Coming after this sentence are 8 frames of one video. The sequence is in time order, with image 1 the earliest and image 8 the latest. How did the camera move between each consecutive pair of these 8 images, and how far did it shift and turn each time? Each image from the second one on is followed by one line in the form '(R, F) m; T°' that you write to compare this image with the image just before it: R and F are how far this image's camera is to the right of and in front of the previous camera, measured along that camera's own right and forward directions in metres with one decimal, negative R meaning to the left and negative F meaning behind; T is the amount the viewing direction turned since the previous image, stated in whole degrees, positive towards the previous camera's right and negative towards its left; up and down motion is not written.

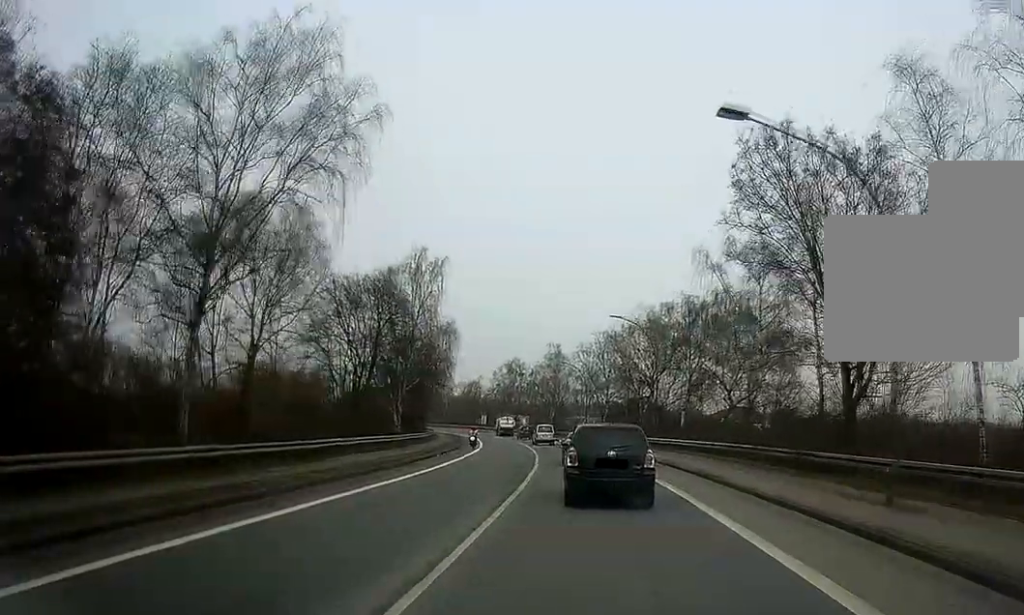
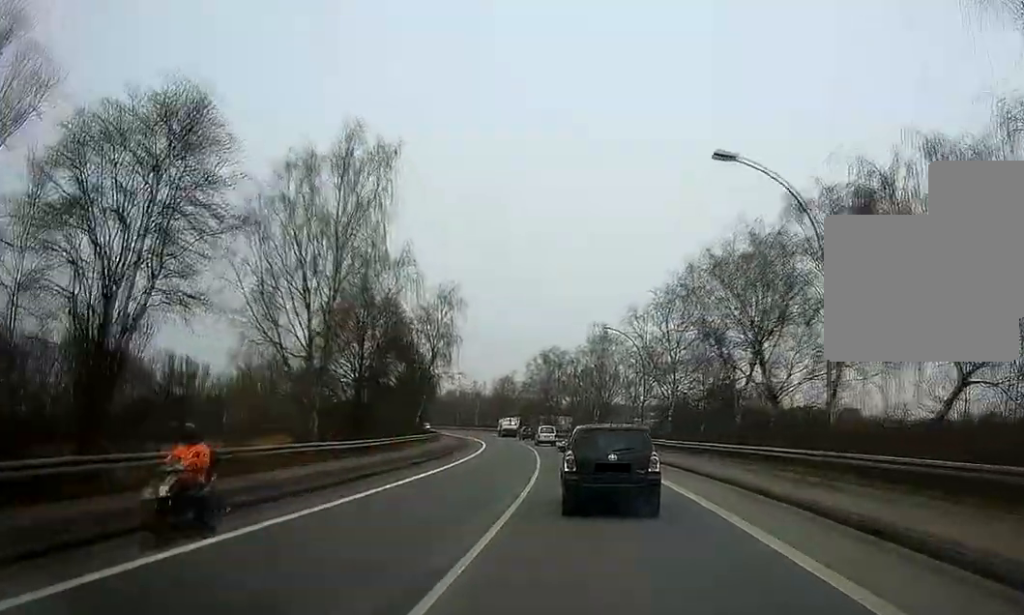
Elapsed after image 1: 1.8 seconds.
(-1.0, +29.0) m; -4°
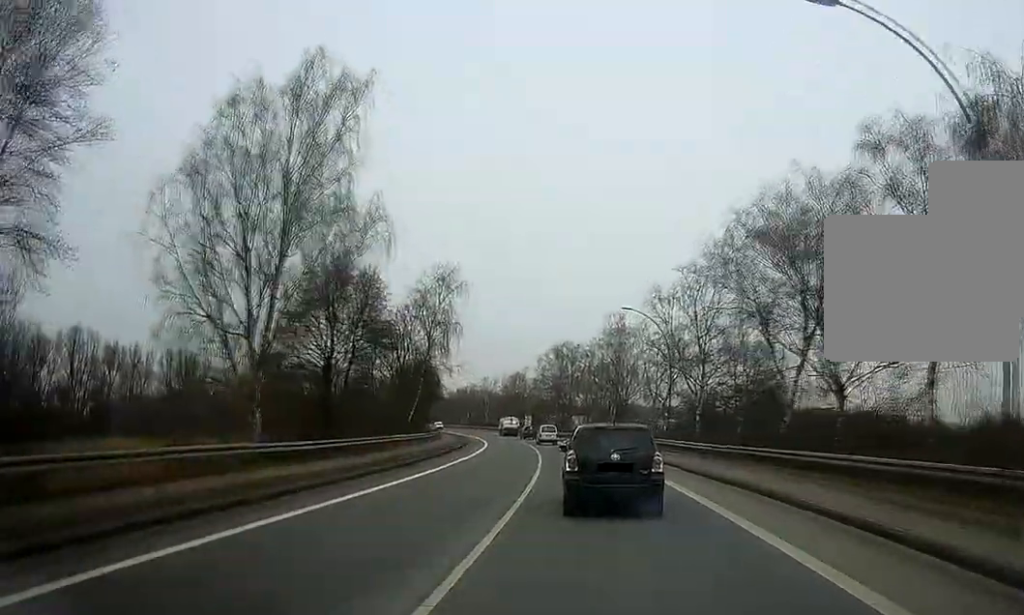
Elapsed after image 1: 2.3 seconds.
(-0.1, +8.5) m; -1°
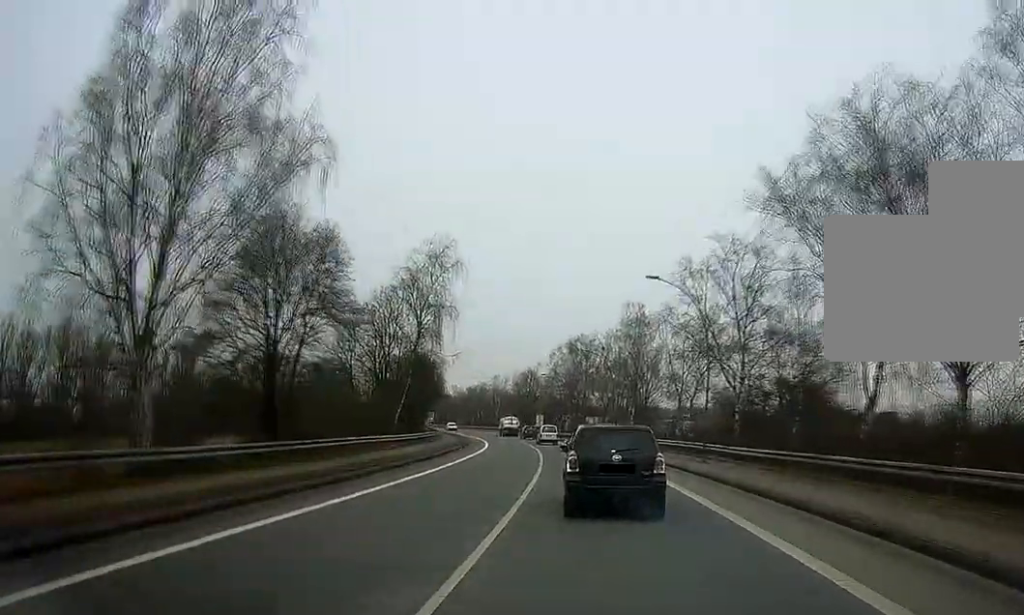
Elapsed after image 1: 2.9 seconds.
(-0.2, +9.4) m; -1°
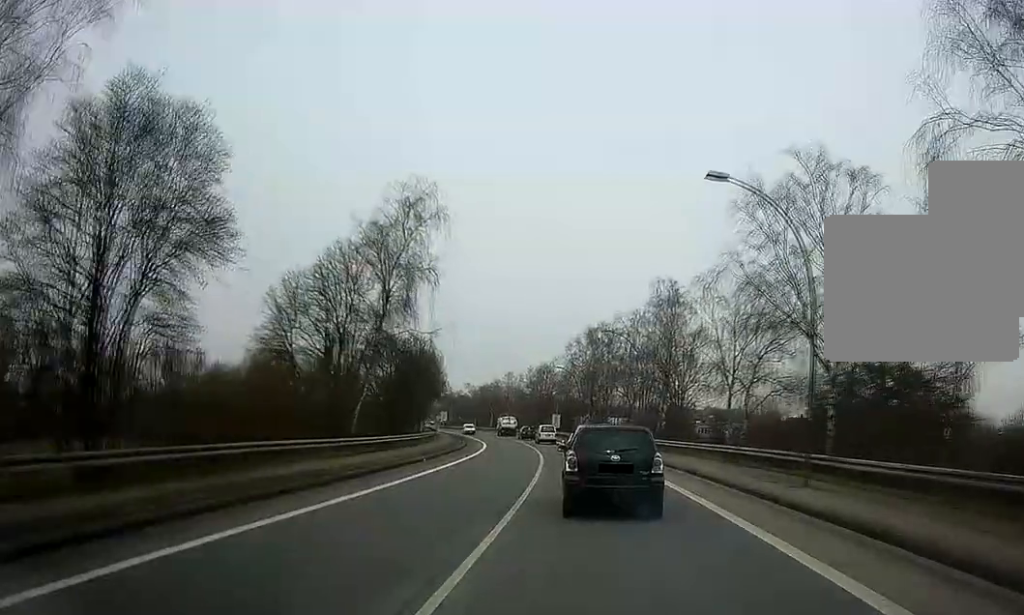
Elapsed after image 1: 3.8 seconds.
(-0.2, +14.5) m; -2°
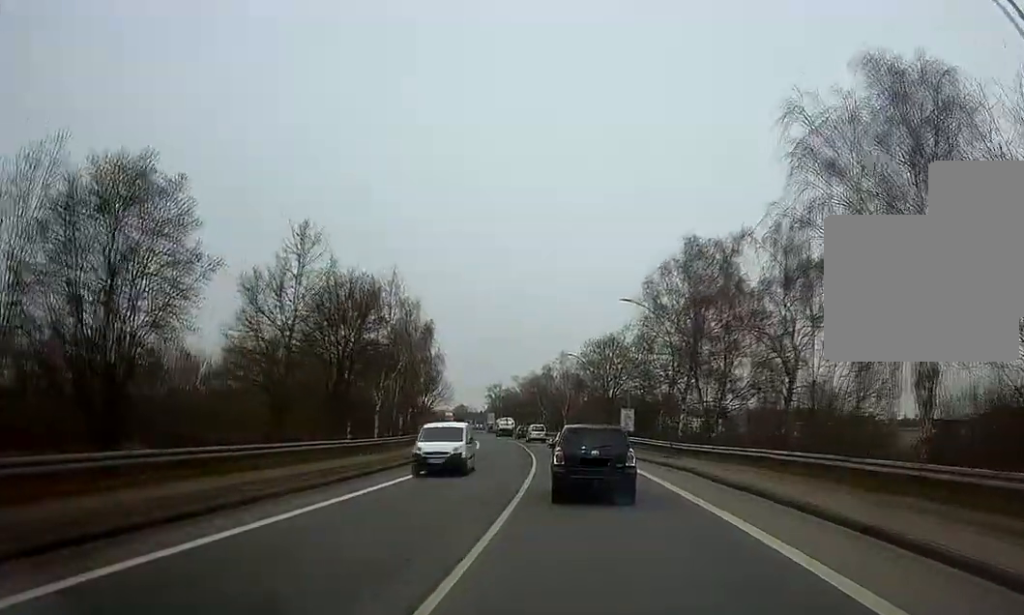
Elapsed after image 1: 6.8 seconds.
(-2.8, +44.3) m; -7°
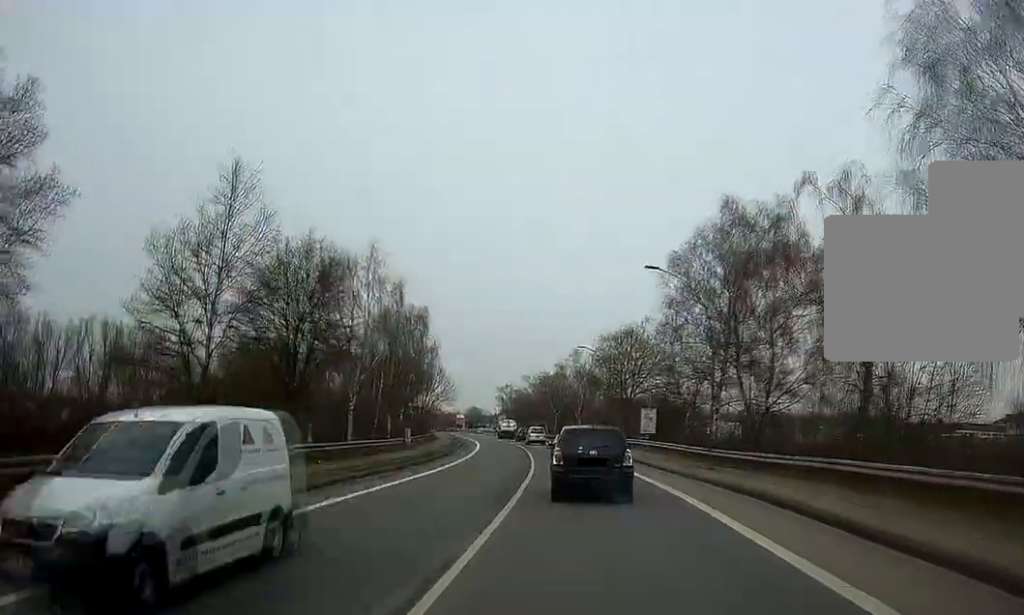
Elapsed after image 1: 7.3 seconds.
(-0.1, +8.5) m; -1°
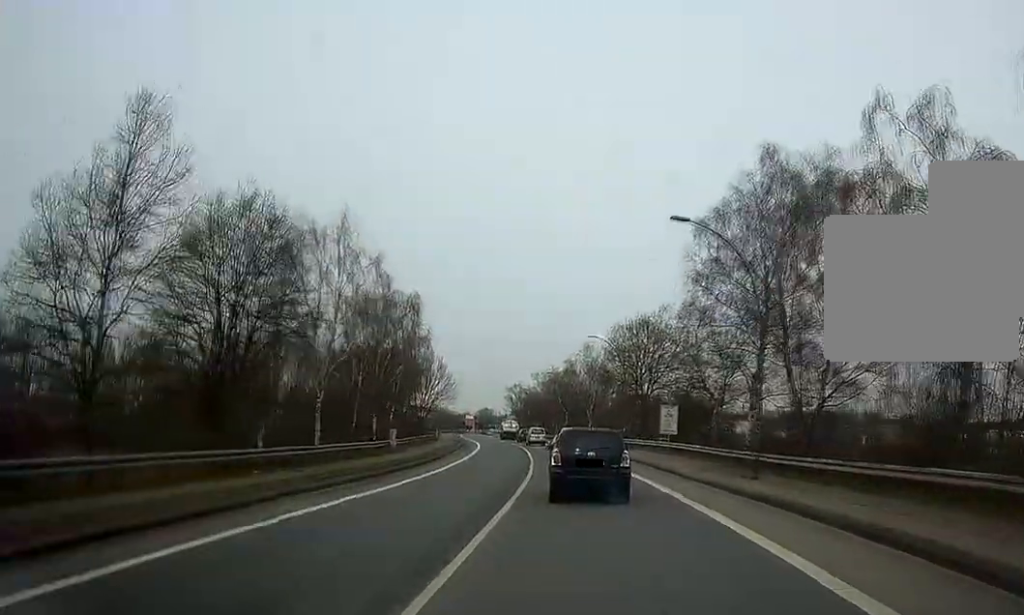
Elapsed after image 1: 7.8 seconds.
(-0.1, +7.3) m; -1°
